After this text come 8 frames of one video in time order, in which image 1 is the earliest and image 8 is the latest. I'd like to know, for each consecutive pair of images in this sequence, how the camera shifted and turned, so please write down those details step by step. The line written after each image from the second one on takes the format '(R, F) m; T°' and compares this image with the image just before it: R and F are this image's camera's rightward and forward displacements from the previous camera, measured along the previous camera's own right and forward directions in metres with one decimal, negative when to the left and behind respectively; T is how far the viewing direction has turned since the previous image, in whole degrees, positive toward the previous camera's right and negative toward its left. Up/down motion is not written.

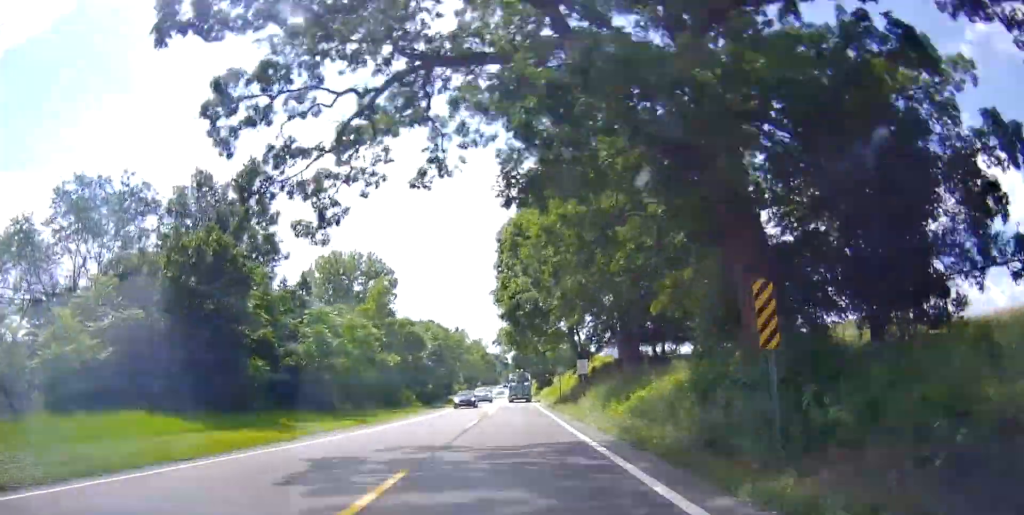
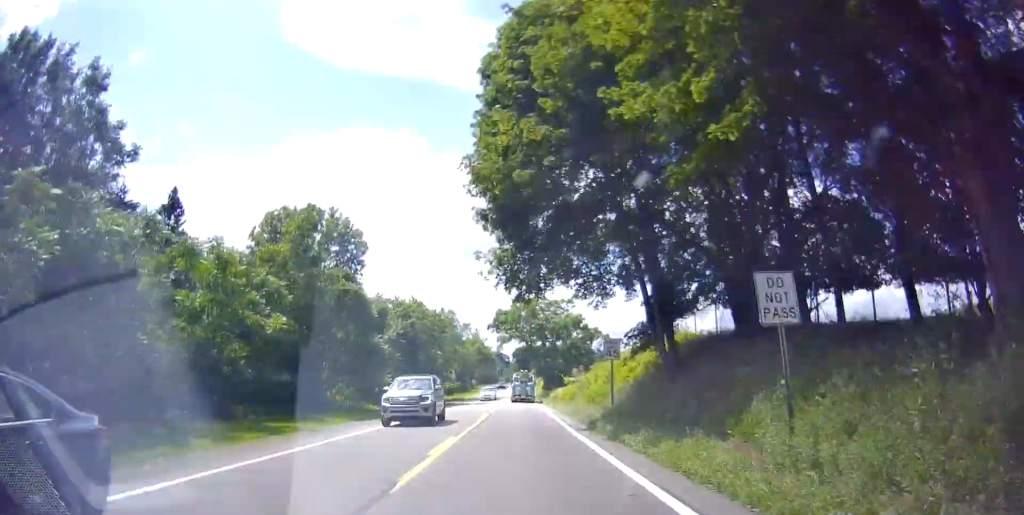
(-0.2, +25.1) m; -1°
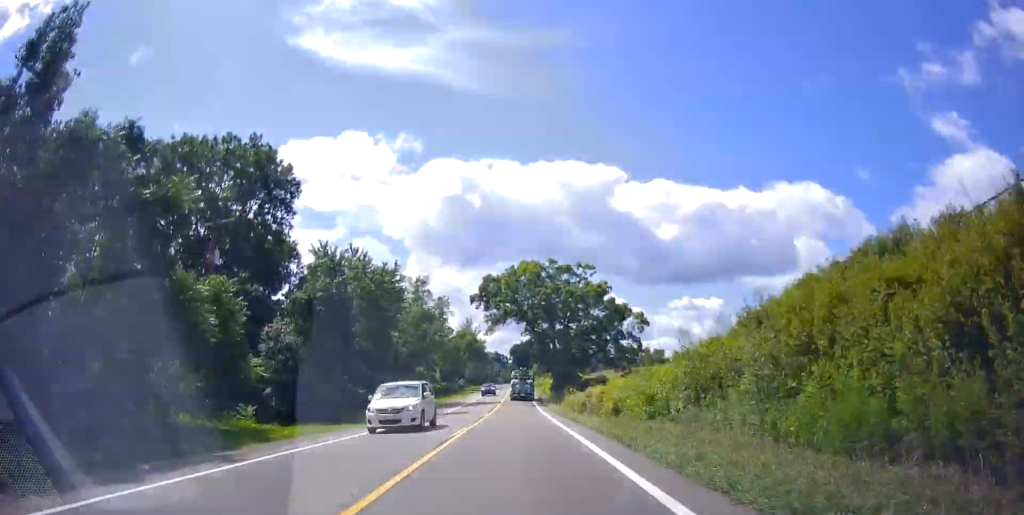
(-0.1, +26.7) m; +1°
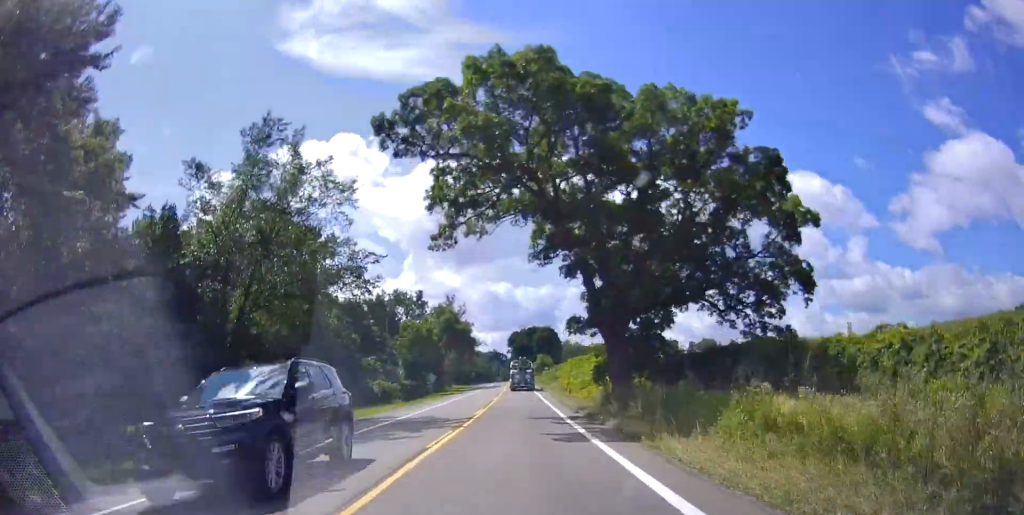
(+0.3, +38.6) m; 0°
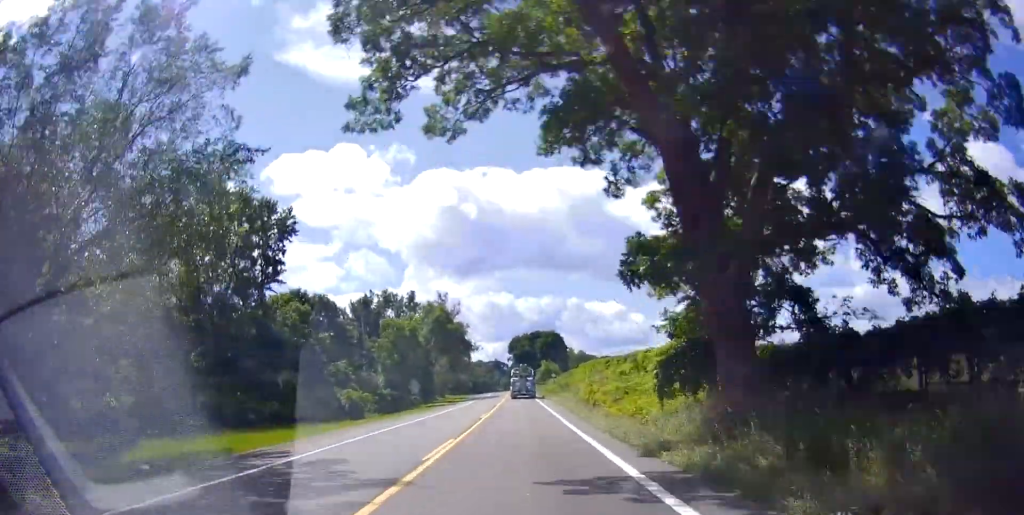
(-0.2, +13.4) m; 0°
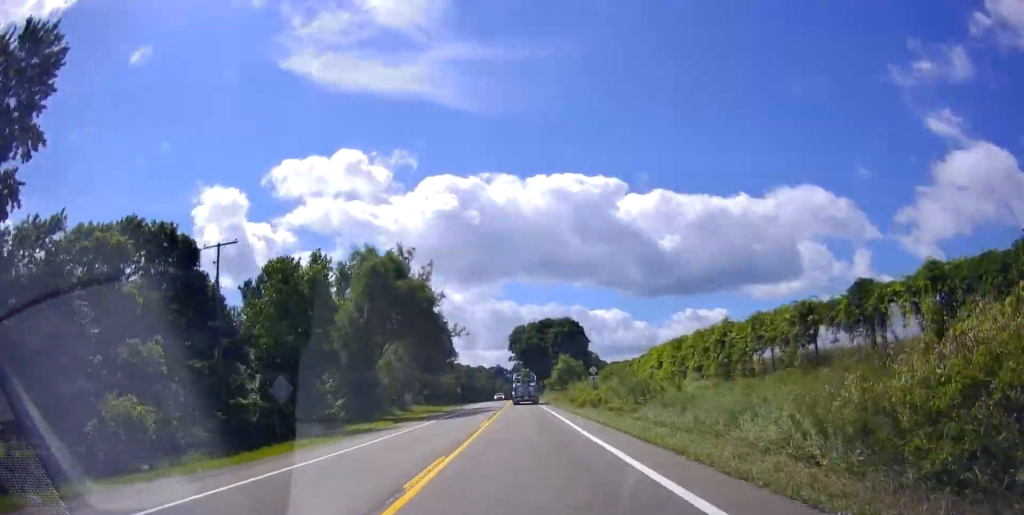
(+0.2, +35.1) m; +1°
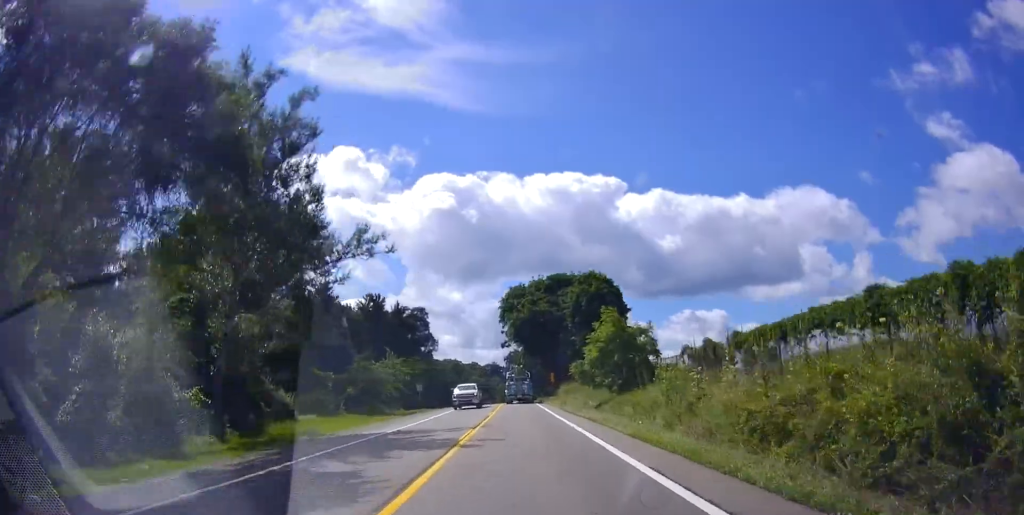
(0.0, +39.7) m; +1°
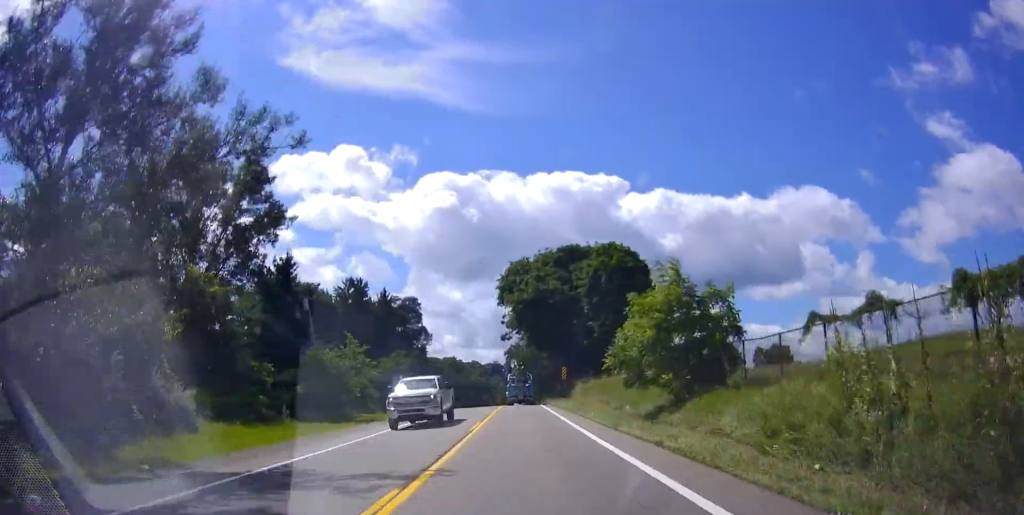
(+0.1, +12.8) m; 0°
